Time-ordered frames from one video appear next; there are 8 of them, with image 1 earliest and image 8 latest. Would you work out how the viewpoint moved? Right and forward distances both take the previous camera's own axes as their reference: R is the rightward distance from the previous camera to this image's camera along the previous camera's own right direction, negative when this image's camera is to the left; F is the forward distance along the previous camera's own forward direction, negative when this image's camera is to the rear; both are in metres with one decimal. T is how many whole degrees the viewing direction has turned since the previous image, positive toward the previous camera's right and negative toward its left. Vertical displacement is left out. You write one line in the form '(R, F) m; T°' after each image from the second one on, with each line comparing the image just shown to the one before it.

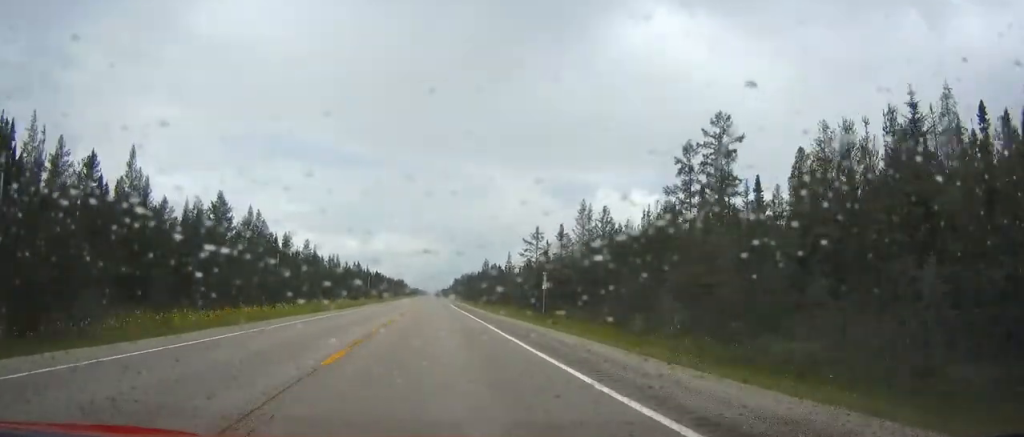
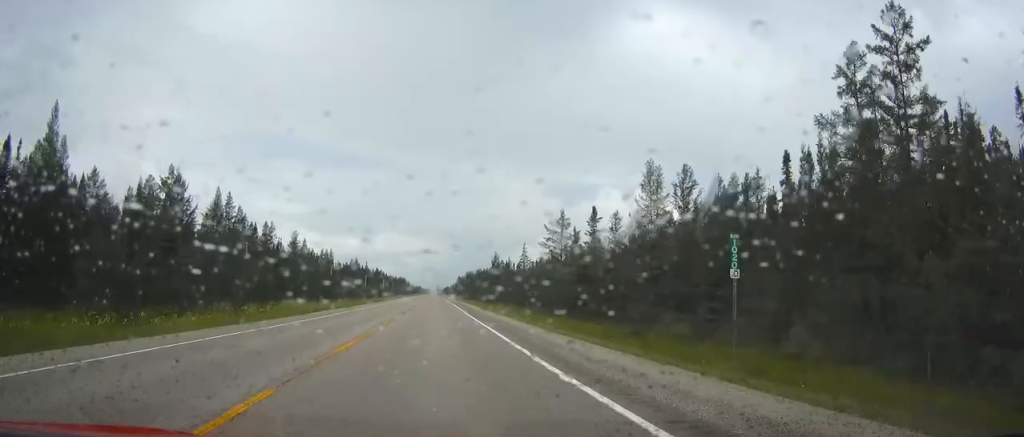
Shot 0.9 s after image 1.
(0.0, +25.3) m; 0°
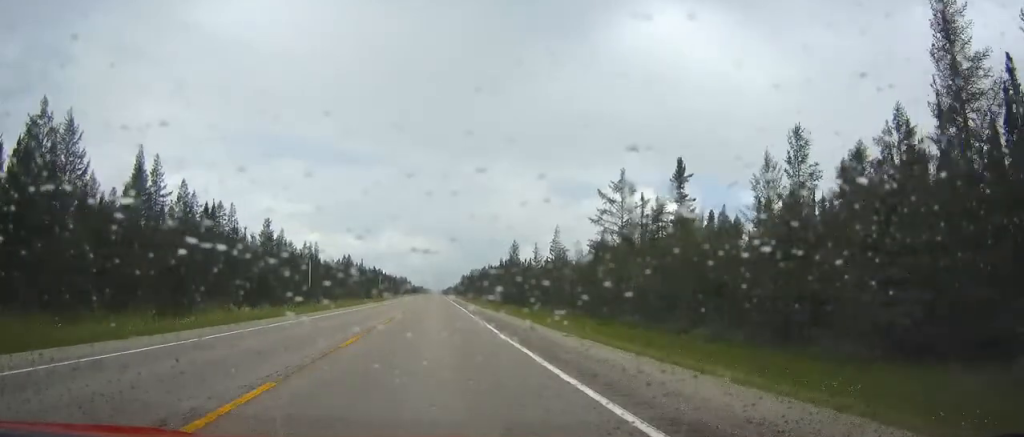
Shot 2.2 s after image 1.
(0.0, +37.7) m; 0°
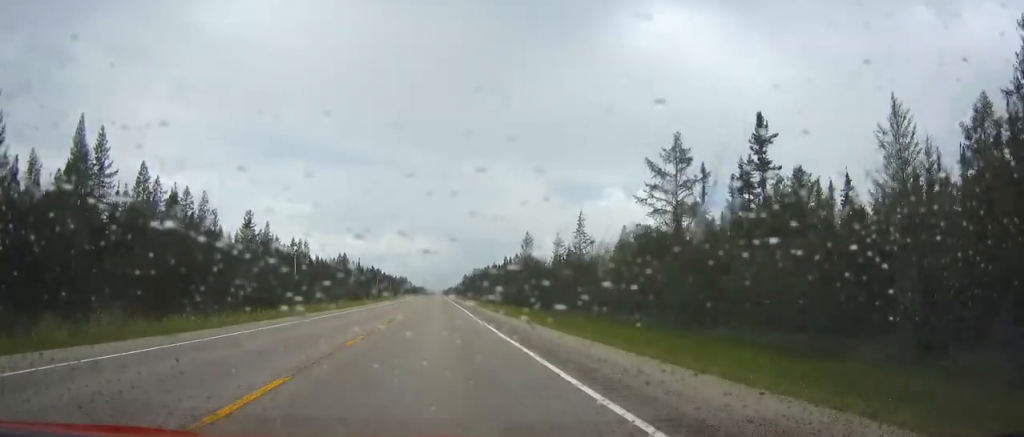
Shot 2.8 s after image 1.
(0.0, +18.3) m; 0°
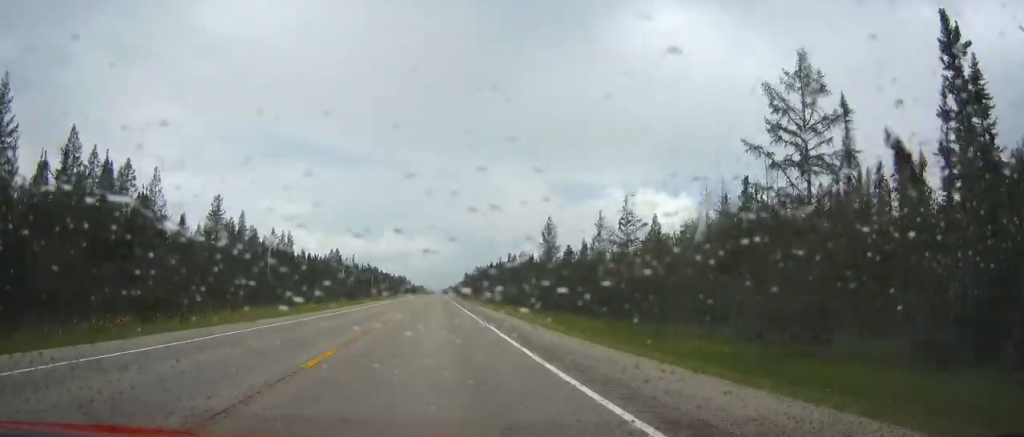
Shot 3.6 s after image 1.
(0.0, +23.0) m; 0°
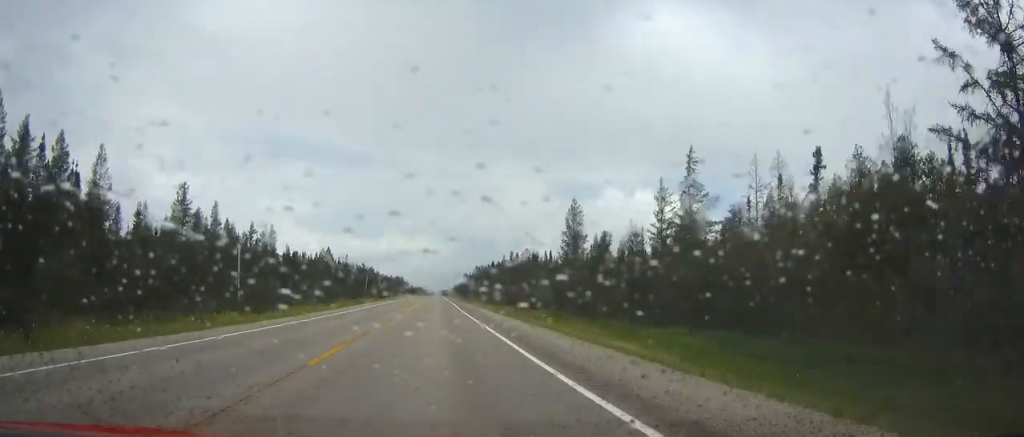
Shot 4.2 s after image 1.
(0.0, +18.2) m; 0°
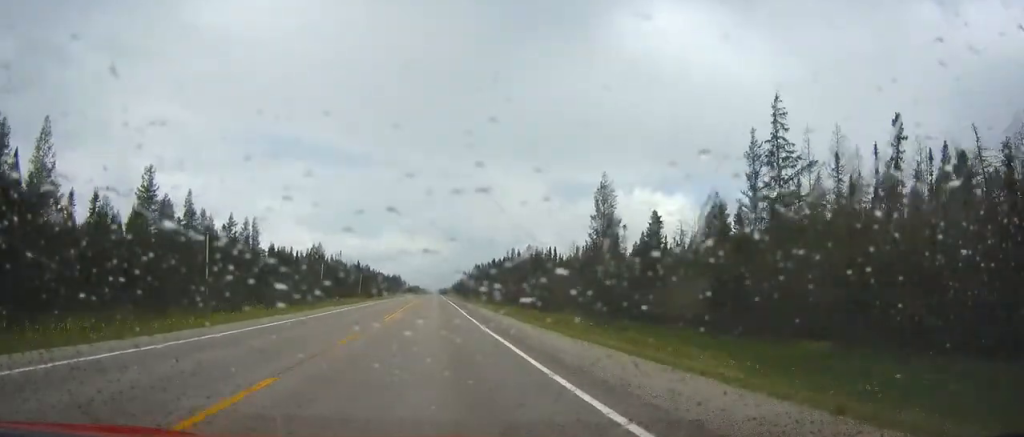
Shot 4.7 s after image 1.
(0.0, +14.3) m; 0°
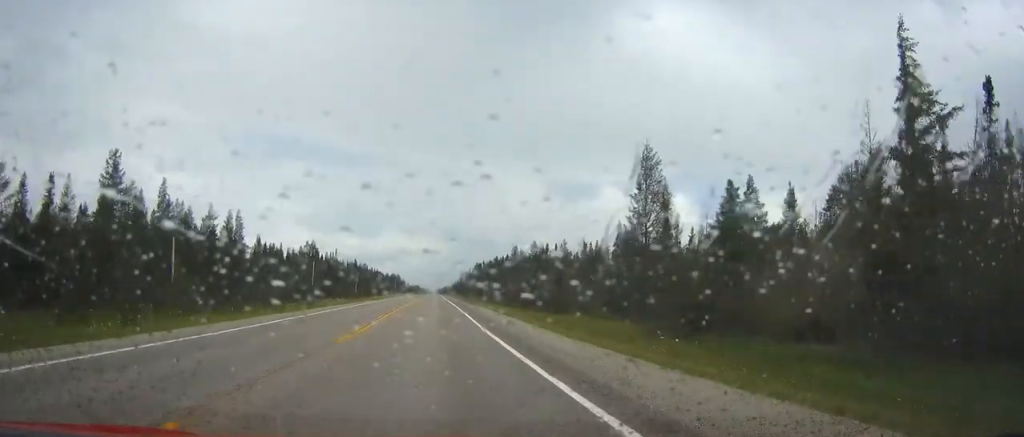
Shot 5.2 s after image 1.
(0.0, +12.3) m; +4°
